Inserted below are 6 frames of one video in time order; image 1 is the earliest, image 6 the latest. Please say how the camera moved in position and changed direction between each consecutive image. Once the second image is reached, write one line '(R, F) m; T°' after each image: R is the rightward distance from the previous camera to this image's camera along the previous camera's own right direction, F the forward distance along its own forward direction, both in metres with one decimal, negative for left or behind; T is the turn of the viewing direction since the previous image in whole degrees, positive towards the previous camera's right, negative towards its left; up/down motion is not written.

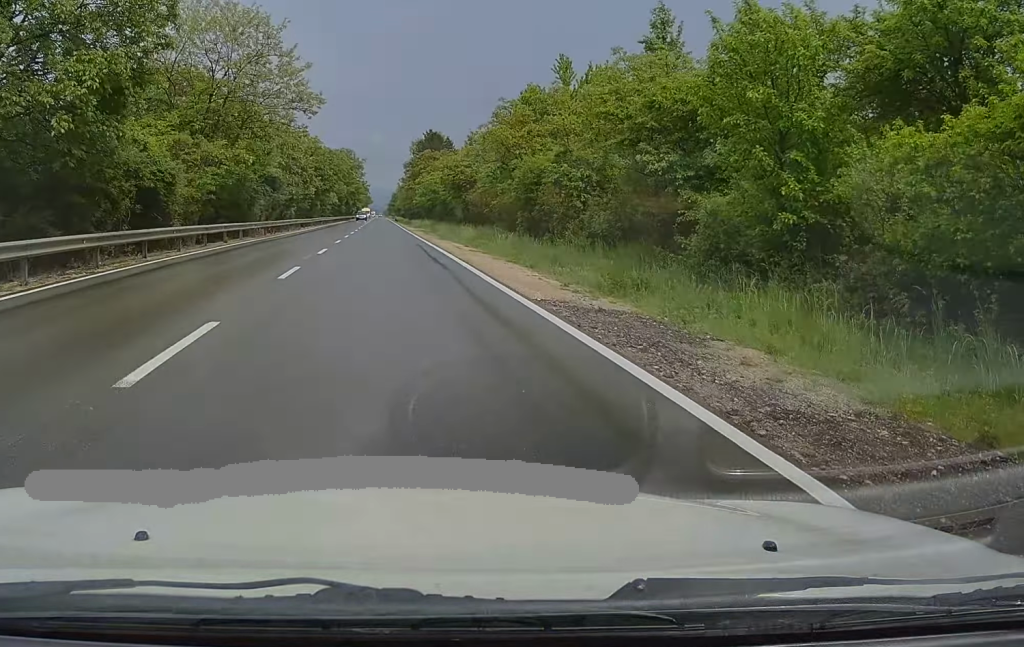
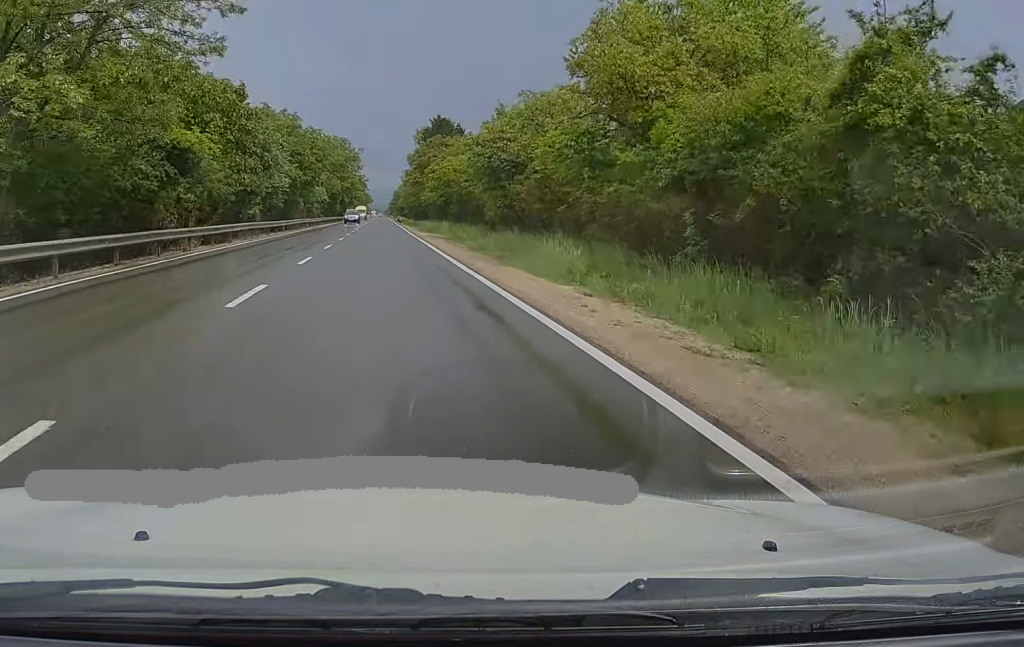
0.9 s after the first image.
(0.0, +21.7) m; +1°
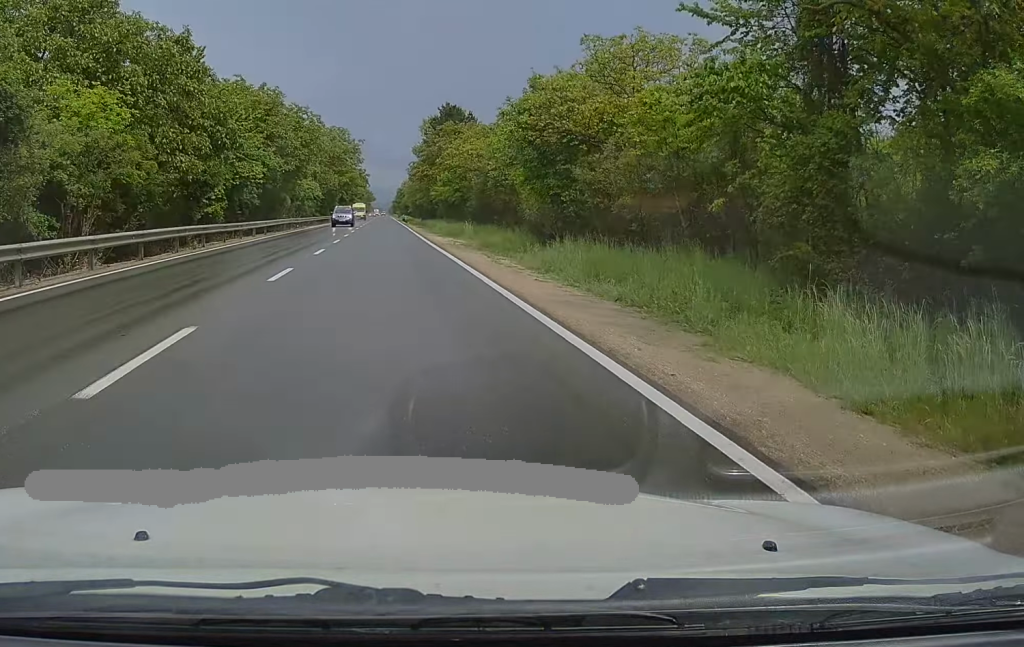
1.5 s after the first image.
(+0.2, +13.8) m; +1°
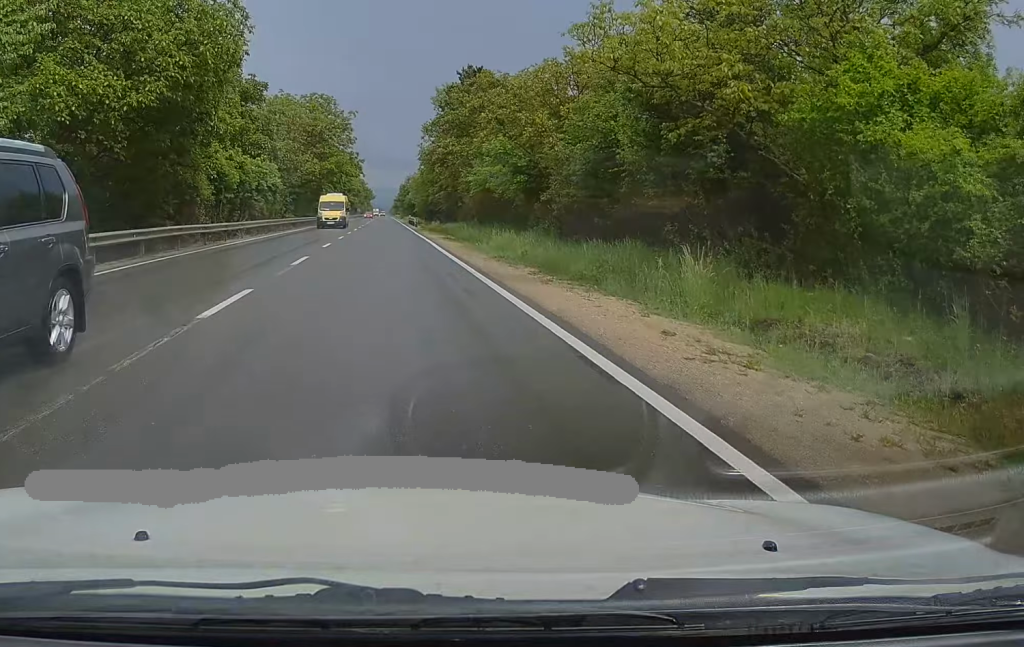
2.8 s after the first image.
(+0.2, +31.6) m; -1°
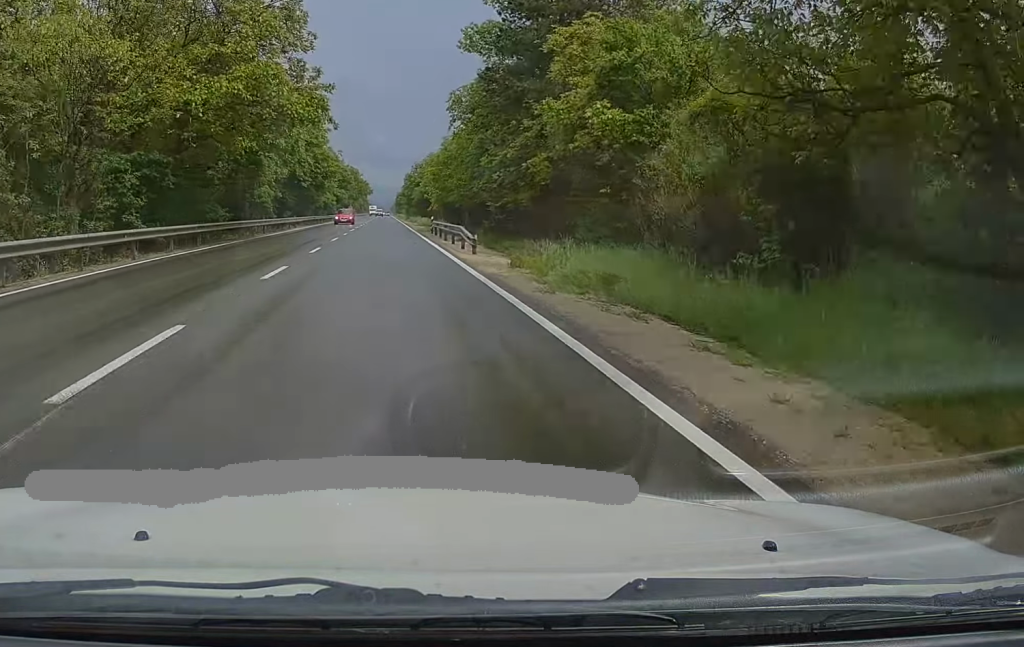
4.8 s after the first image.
(0.0, +48.7) m; 0°
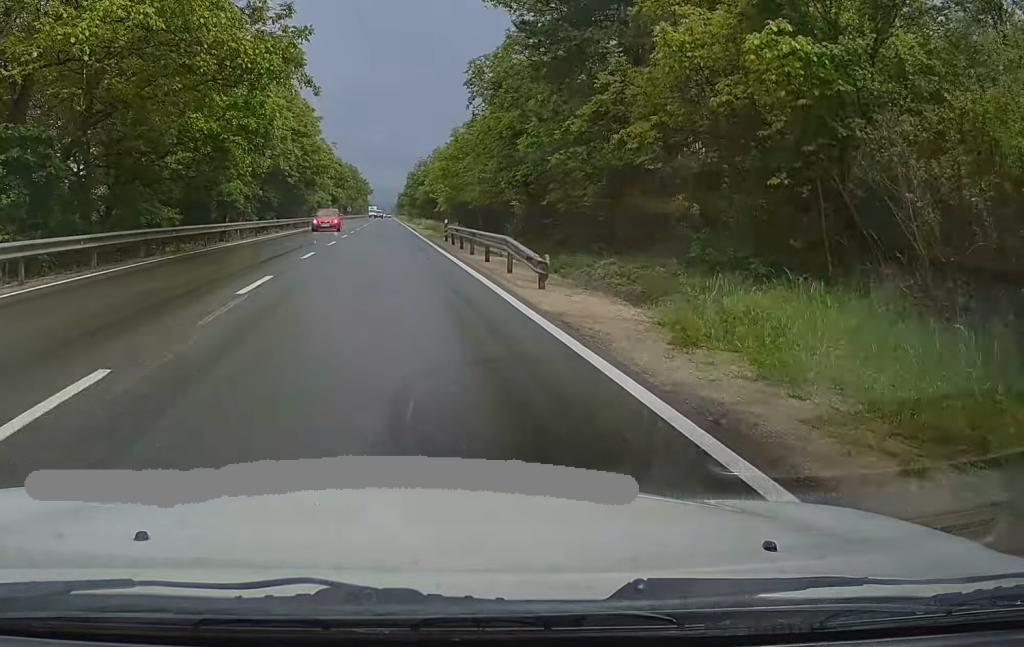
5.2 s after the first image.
(-0.1, +11.3) m; 0°
